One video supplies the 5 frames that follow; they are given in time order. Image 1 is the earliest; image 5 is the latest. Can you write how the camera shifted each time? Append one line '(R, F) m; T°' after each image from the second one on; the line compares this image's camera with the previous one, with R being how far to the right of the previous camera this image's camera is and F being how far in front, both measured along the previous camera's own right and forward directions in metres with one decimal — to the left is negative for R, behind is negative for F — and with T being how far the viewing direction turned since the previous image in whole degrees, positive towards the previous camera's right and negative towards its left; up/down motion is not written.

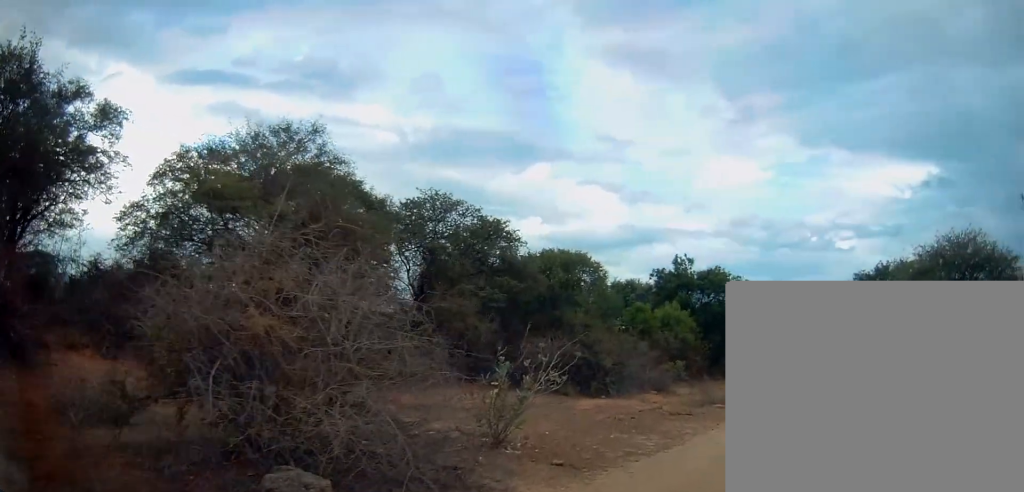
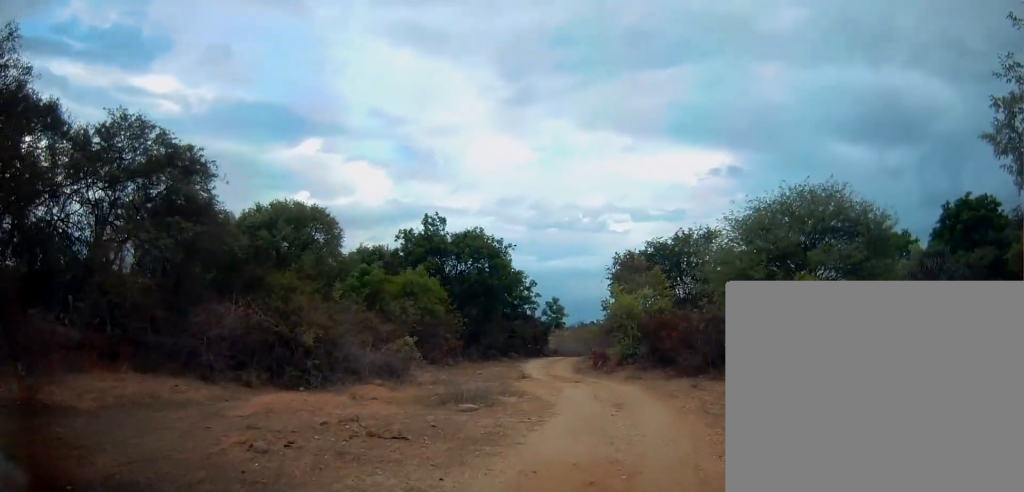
(+0.7, +6.6) m; +15°
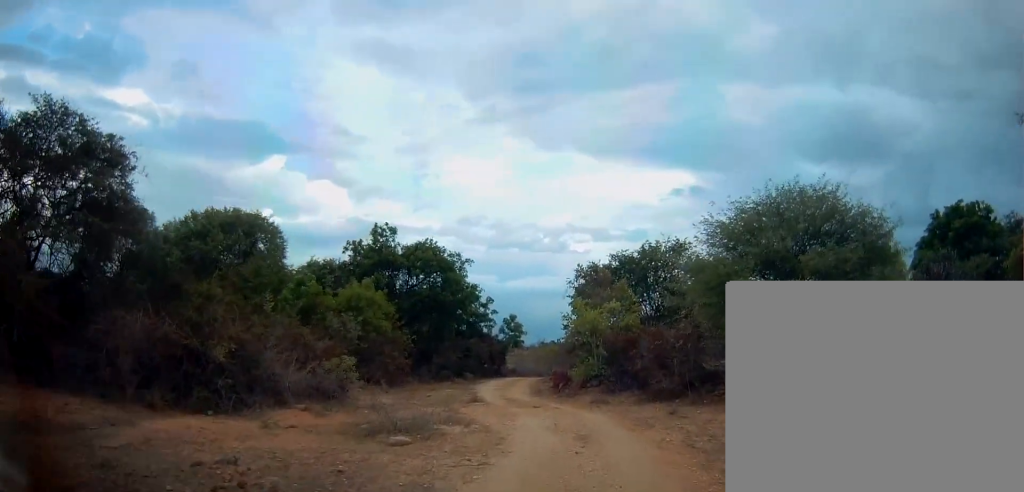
(+0.1, +2.5) m; +7°
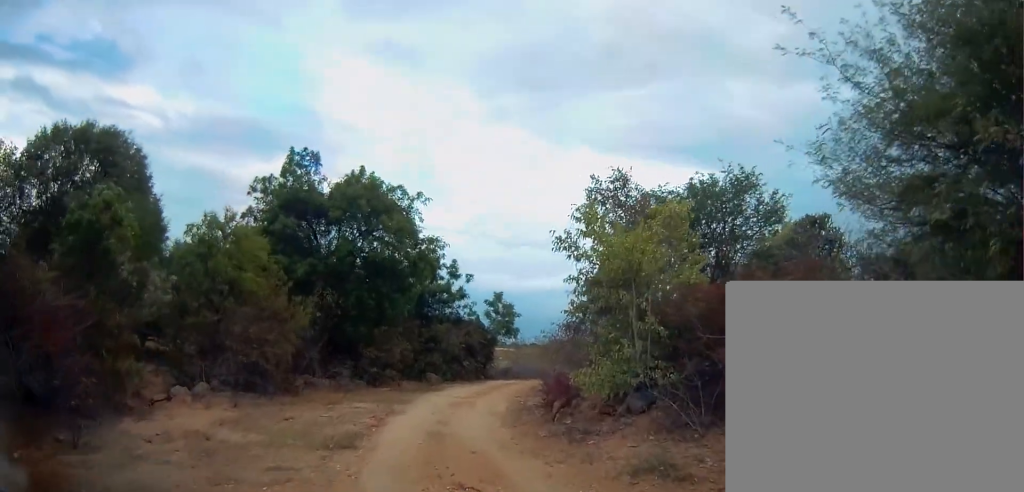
(-0.5, +12.4) m; -9°
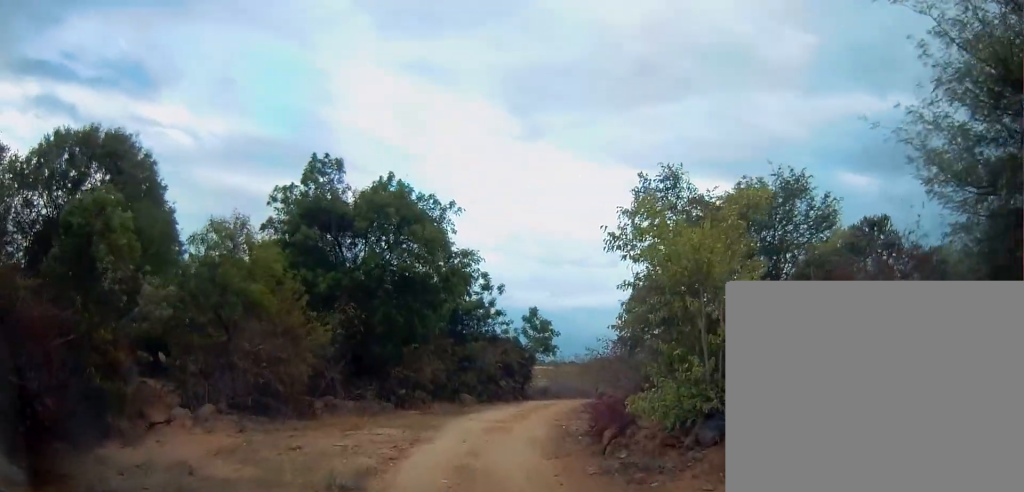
(+0.1, +1.6) m; -3°
